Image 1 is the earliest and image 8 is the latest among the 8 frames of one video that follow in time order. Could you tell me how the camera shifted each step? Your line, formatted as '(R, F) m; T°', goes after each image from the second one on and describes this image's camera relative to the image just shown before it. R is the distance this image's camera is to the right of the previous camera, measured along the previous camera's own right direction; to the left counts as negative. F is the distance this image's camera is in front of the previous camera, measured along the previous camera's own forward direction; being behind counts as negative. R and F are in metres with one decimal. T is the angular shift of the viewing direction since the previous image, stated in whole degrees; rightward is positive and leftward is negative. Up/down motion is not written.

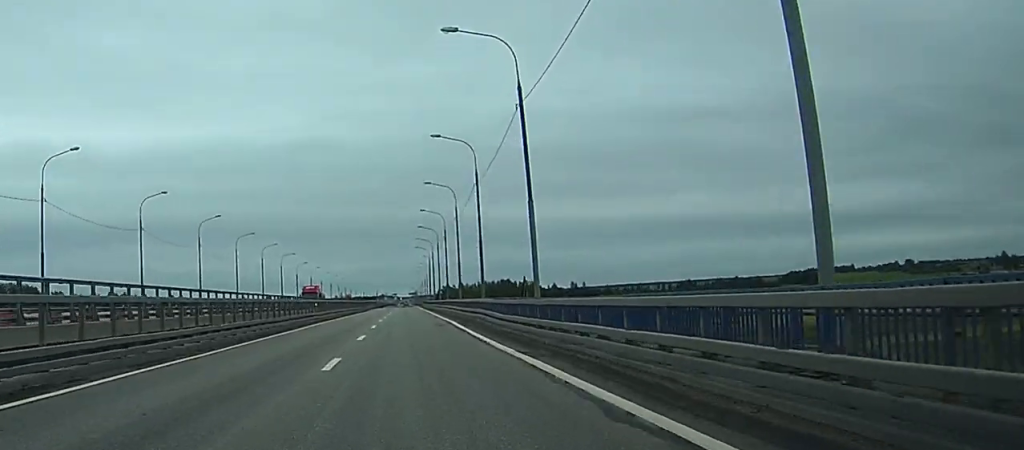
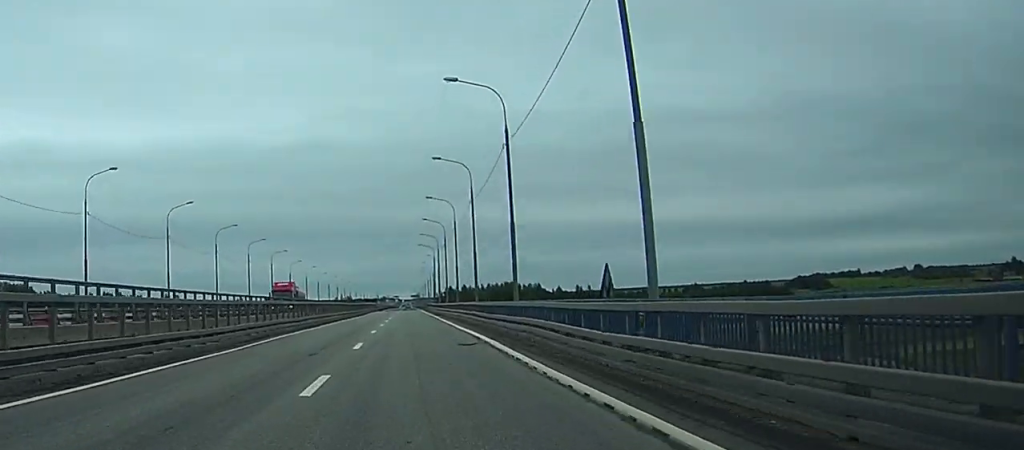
(0.0, +15.7) m; 0°
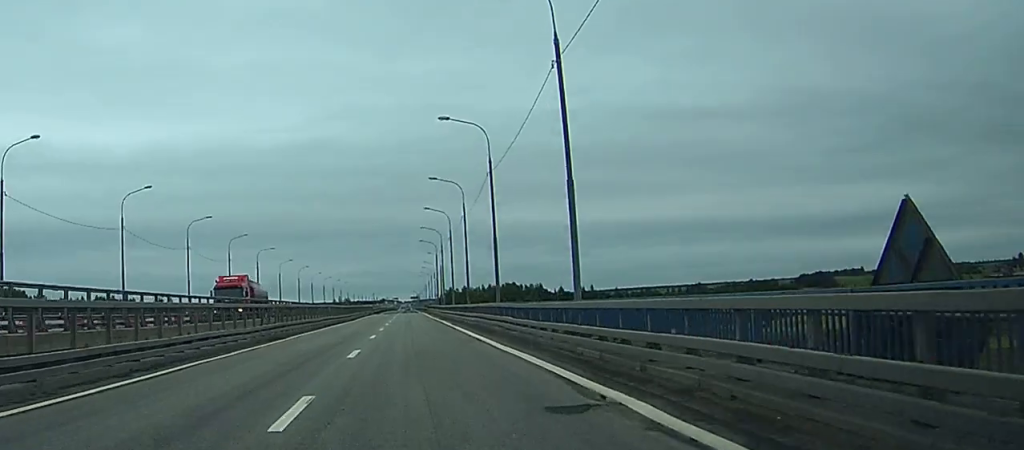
(0.0, +14.9) m; 0°
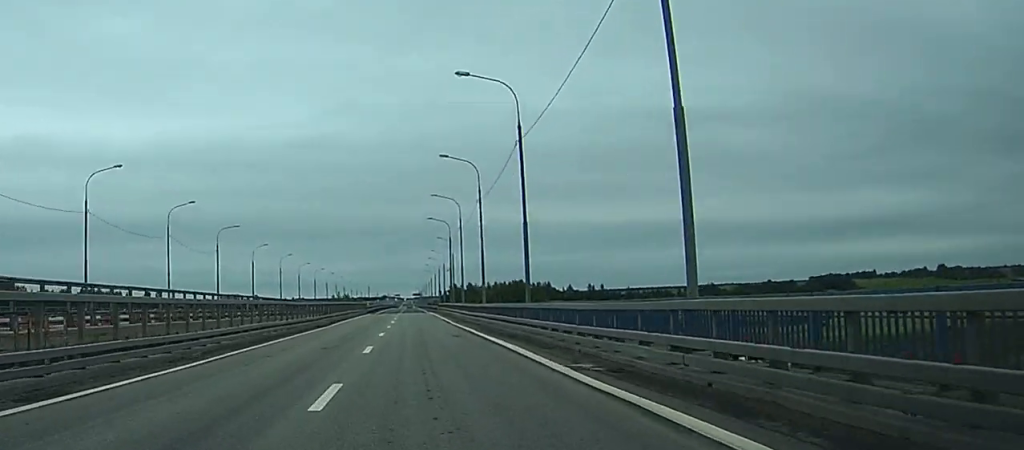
(+0.1, +33.9) m; 0°
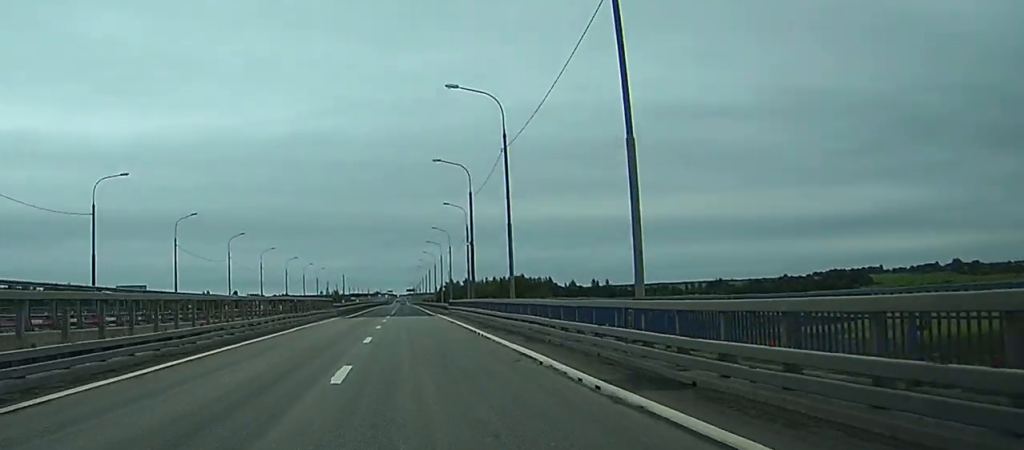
(-0.1, +43.6) m; 0°
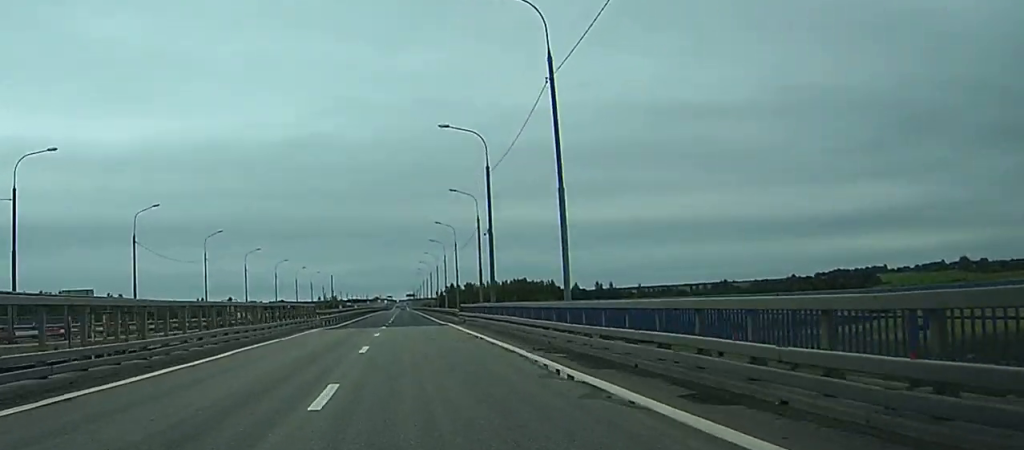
(0.0, +14.7) m; 0°
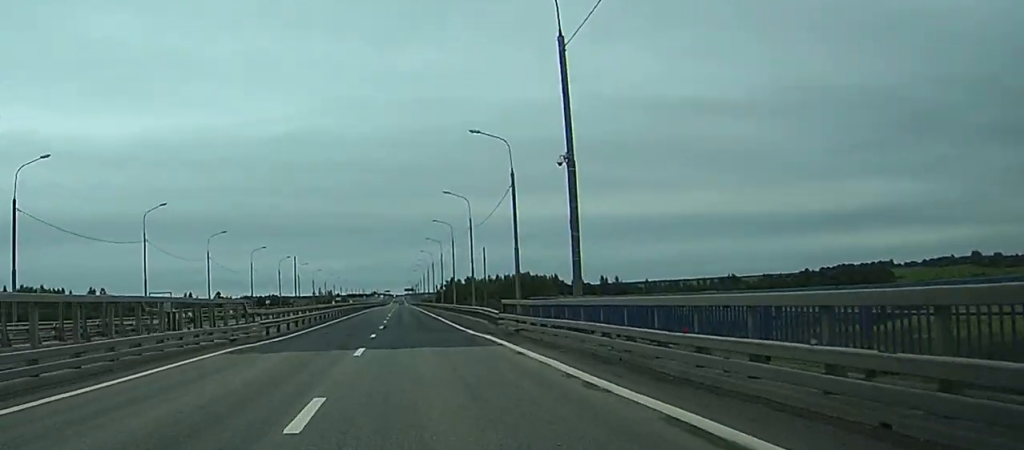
(-0.1, +25.7) m; 0°
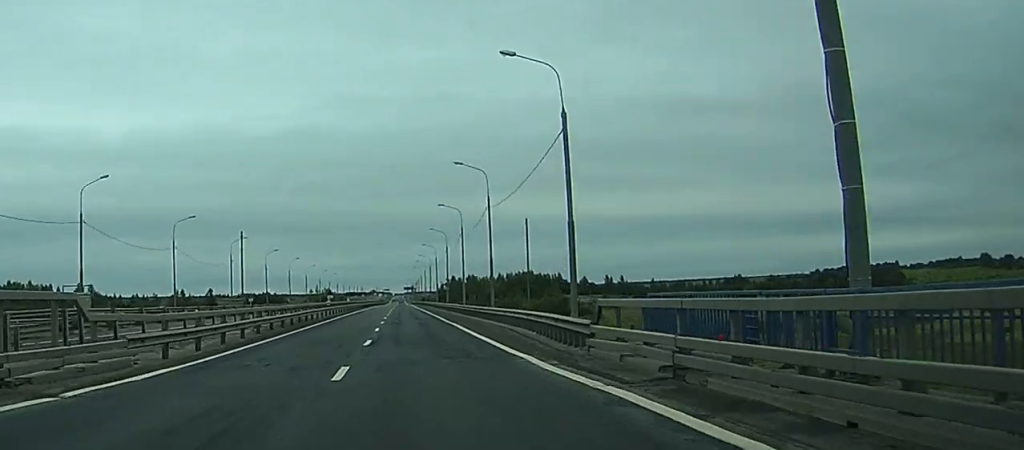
(0.0, +17.2) m; 0°
